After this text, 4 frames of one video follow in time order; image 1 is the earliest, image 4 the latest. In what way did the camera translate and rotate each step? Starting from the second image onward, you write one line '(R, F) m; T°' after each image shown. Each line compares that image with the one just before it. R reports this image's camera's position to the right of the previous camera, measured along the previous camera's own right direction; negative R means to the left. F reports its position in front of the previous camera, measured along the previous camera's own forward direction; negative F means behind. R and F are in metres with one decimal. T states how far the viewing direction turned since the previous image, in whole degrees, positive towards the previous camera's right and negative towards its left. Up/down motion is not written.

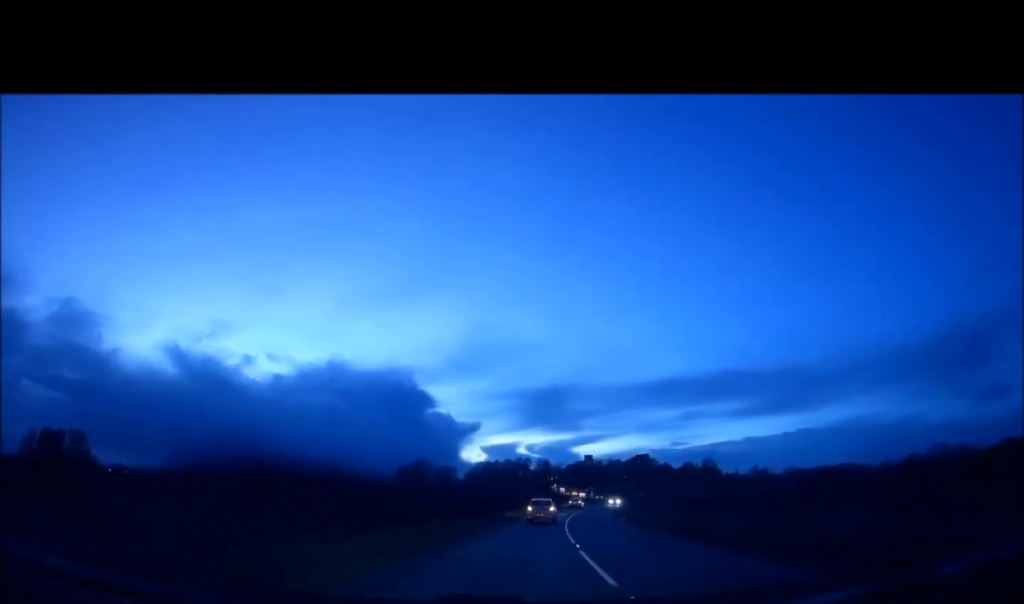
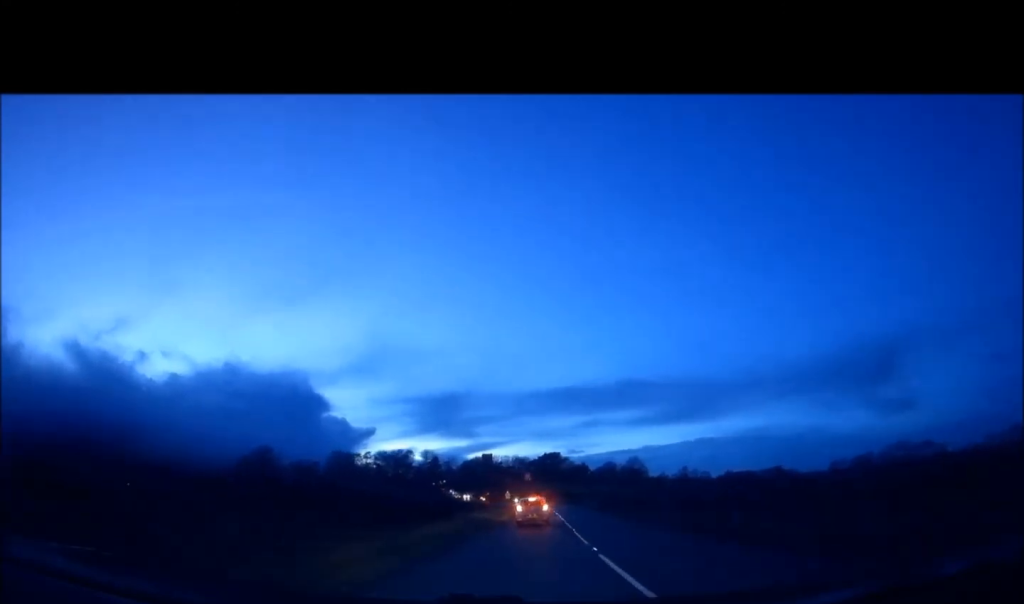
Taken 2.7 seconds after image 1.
(+6.1, +61.3) m; +9°
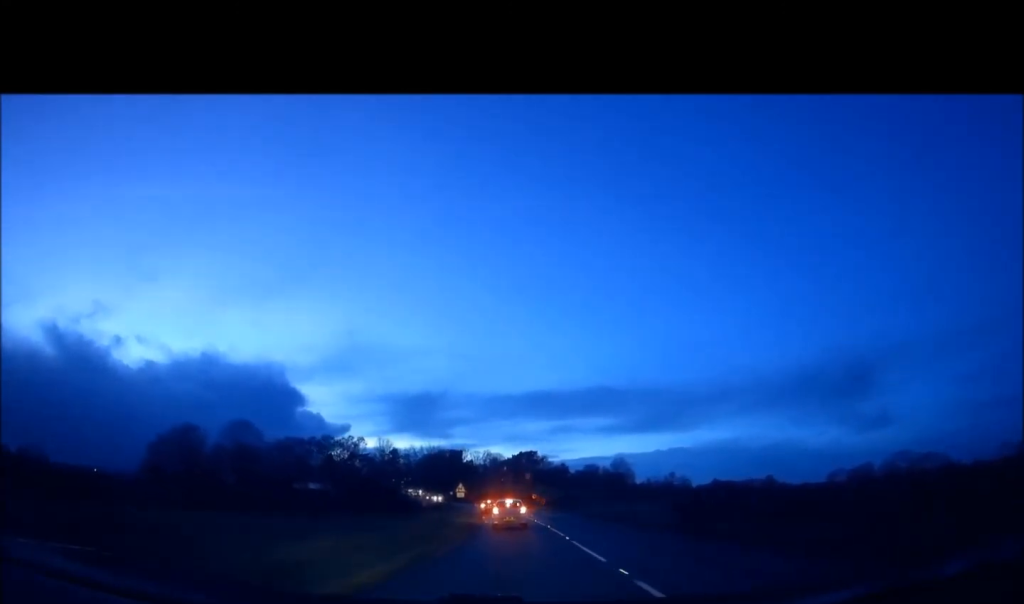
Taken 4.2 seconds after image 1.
(+1.0, +29.7) m; +3°
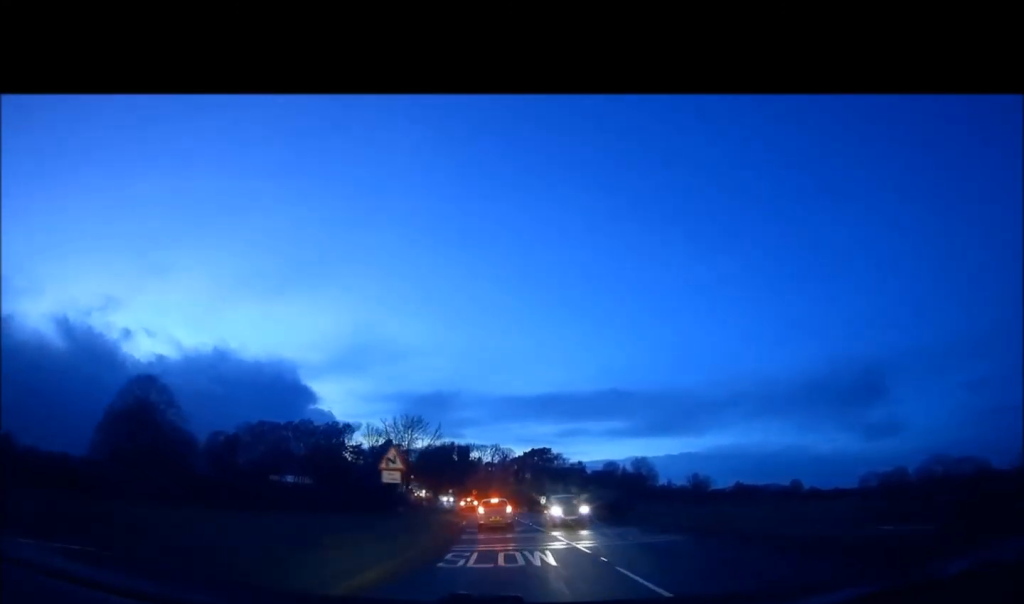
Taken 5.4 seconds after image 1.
(-0.1, +24.5) m; -2°
